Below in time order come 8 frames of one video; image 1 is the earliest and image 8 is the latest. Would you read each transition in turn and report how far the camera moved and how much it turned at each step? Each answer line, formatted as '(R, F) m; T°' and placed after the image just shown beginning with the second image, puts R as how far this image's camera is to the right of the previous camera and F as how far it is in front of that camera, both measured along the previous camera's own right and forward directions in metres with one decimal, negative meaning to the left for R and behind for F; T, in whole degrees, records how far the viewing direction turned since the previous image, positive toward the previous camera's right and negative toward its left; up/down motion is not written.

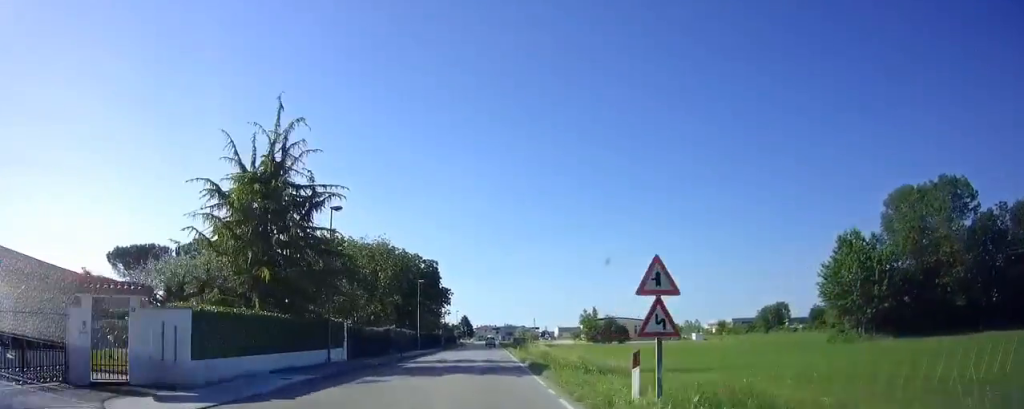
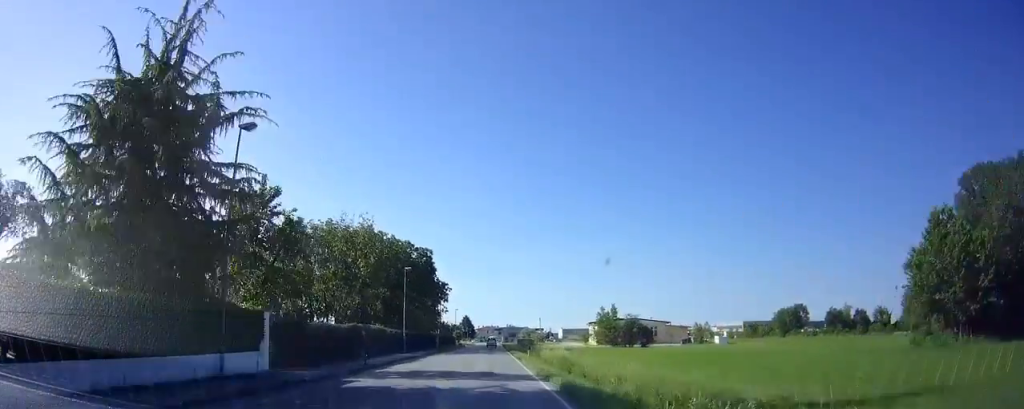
(0.0, +10.2) m; 0°
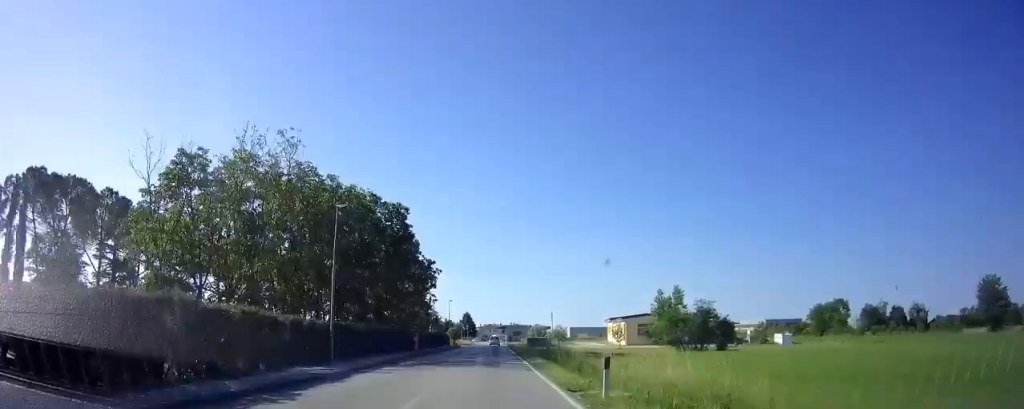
(+0.1, +21.5) m; 0°
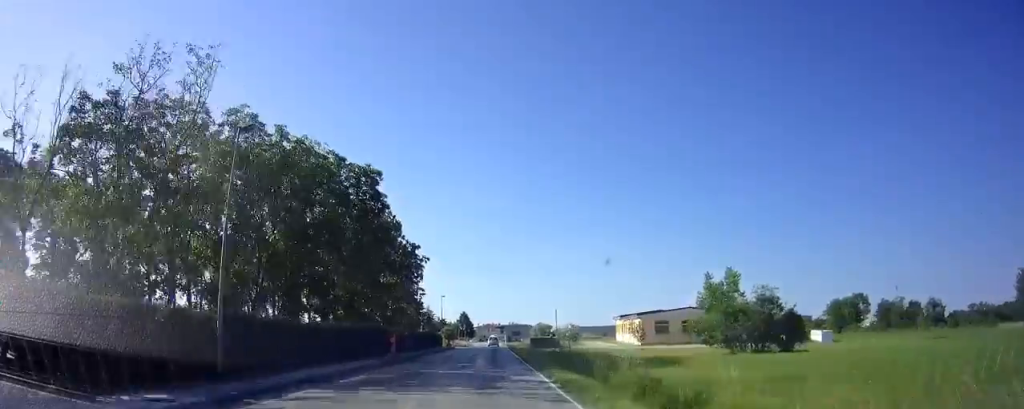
(0.0, +10.1) m; 0°
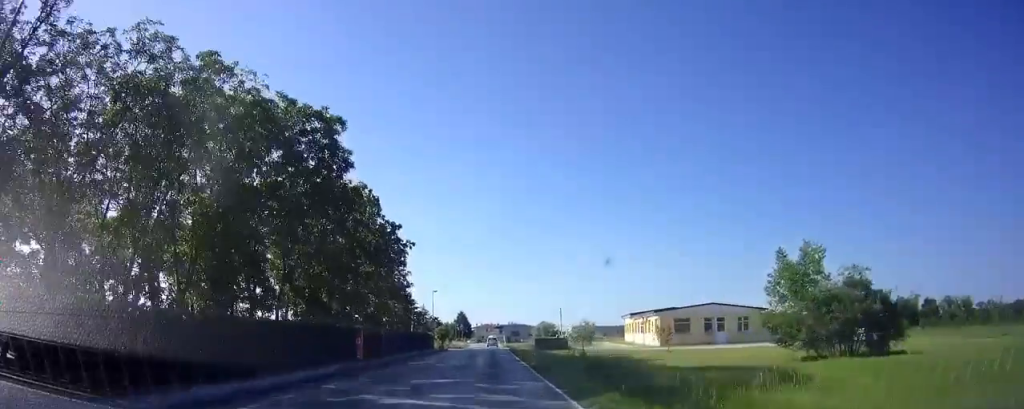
(0.0, +8.9) m; 0°
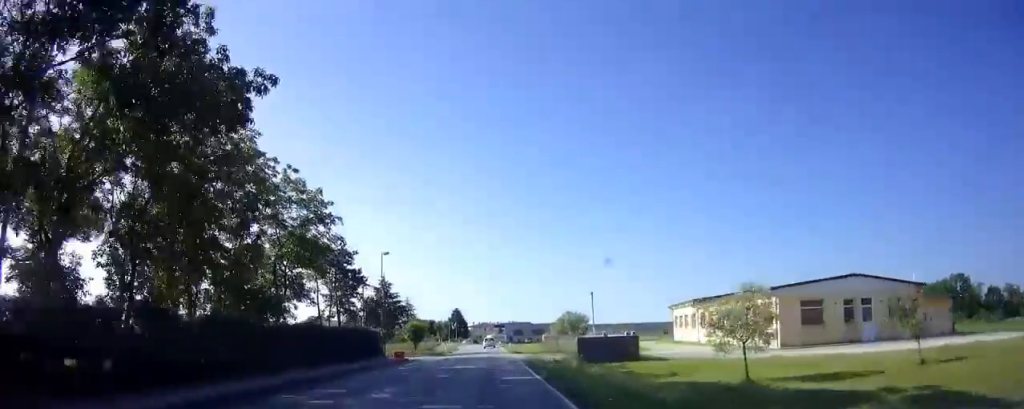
(-0.1, +29.5) m; 0°
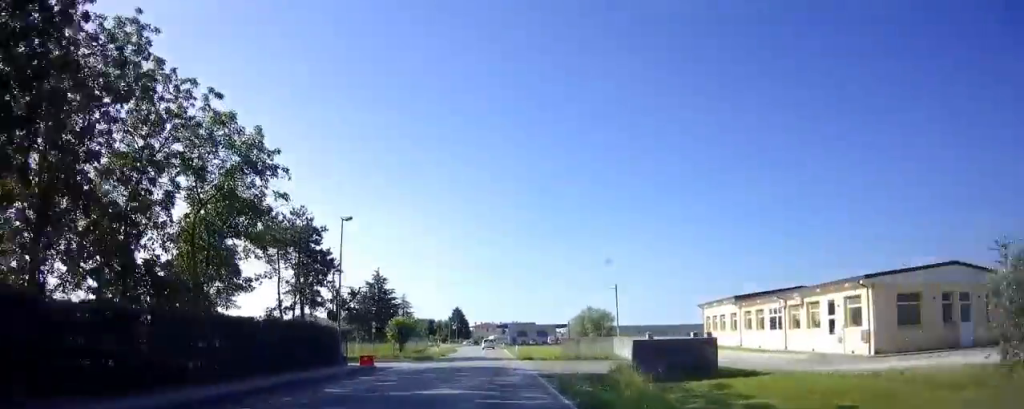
(0.0, +11.2) m; 0°
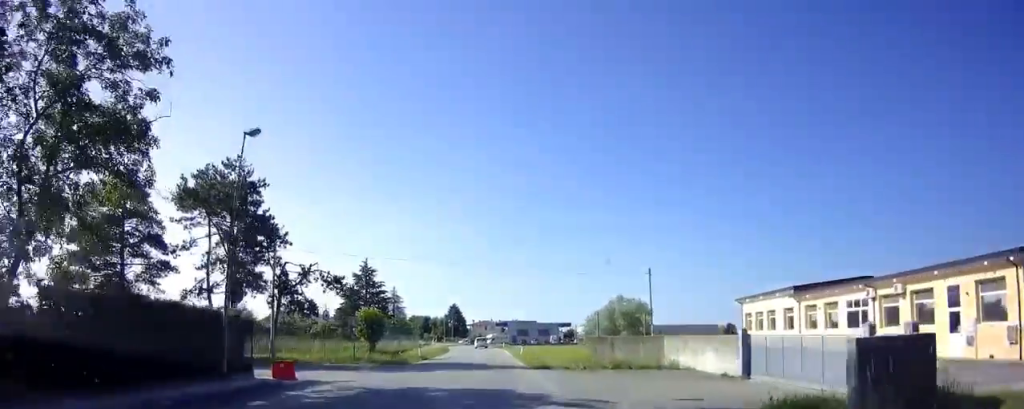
(+0.1, +11.2) m; 0°
